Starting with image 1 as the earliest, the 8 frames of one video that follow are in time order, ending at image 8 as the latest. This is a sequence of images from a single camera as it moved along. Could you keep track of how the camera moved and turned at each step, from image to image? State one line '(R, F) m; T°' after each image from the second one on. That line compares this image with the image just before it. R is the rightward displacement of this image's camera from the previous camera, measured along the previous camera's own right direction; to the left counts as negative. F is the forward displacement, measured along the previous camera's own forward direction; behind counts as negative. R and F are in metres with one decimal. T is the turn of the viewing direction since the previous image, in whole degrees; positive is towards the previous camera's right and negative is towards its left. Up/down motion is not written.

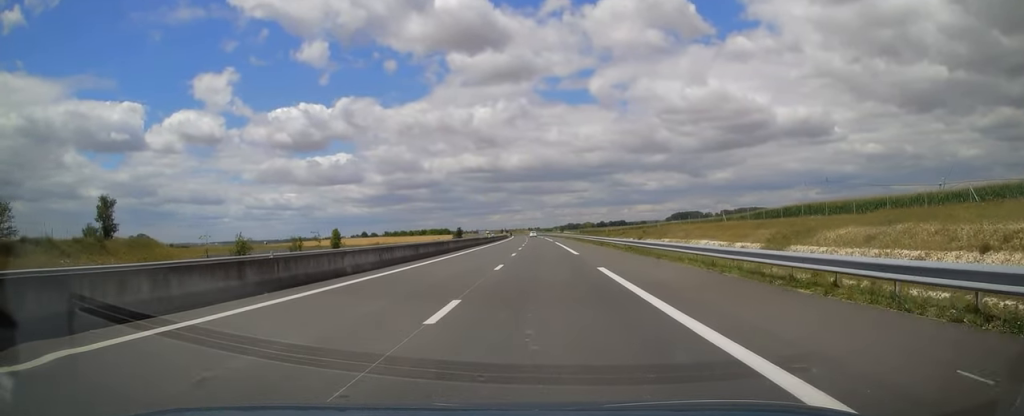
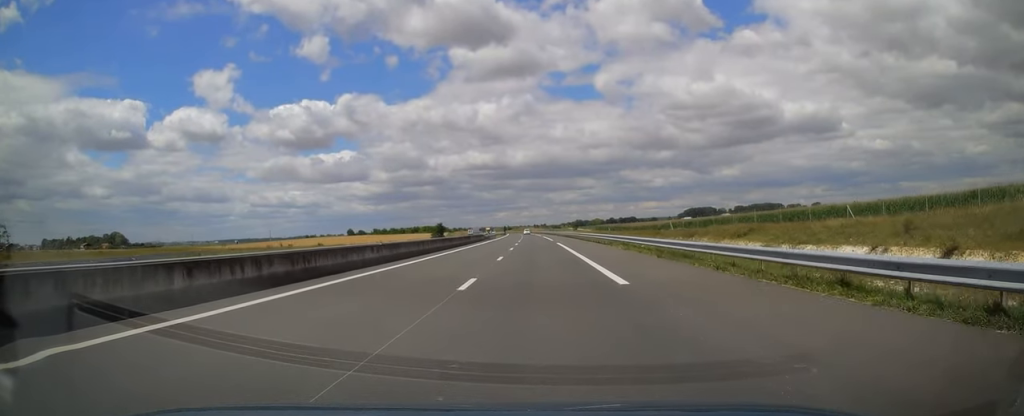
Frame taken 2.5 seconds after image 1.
(-1.0, +72.5) m; -1°
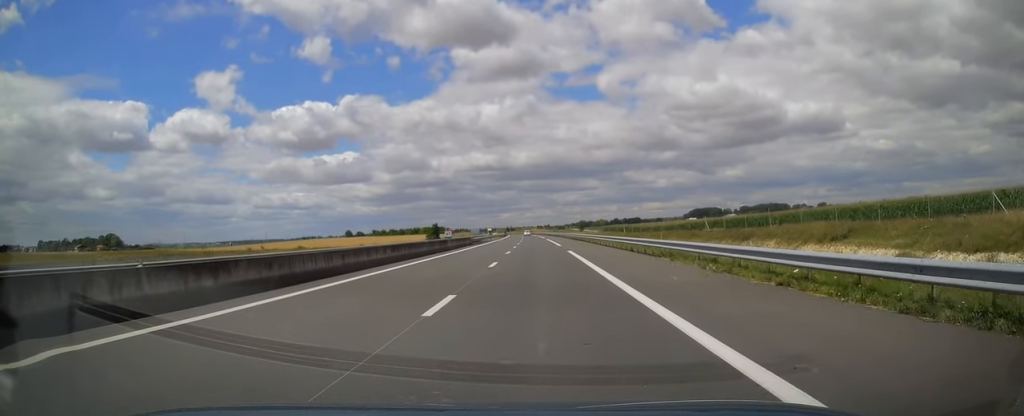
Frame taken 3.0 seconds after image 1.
(0.0, +16.7) m; 0°
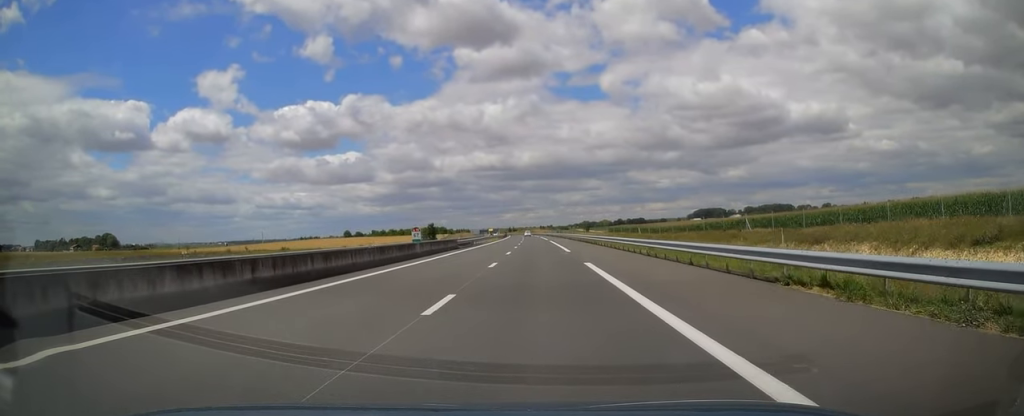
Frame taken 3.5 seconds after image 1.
(0.0, +12.7) m; 0°
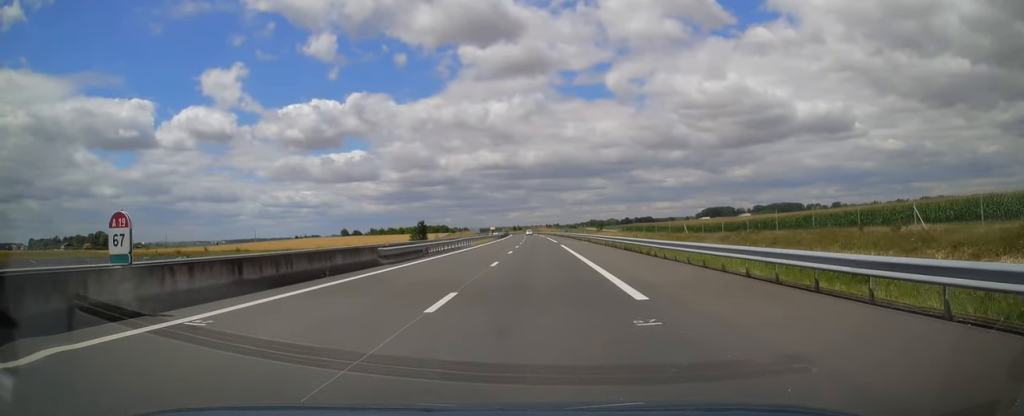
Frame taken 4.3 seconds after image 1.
(-0.2, +25.4) m; -1°
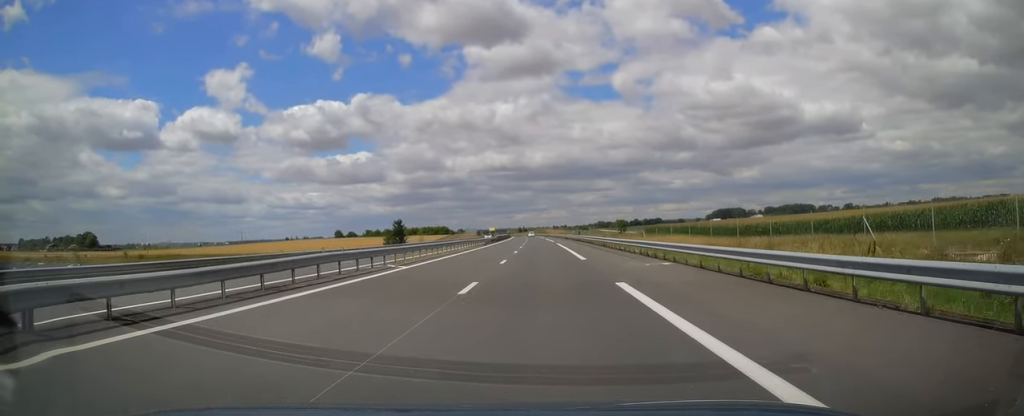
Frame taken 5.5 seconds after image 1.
(-0.3, +35.1) m; -1°
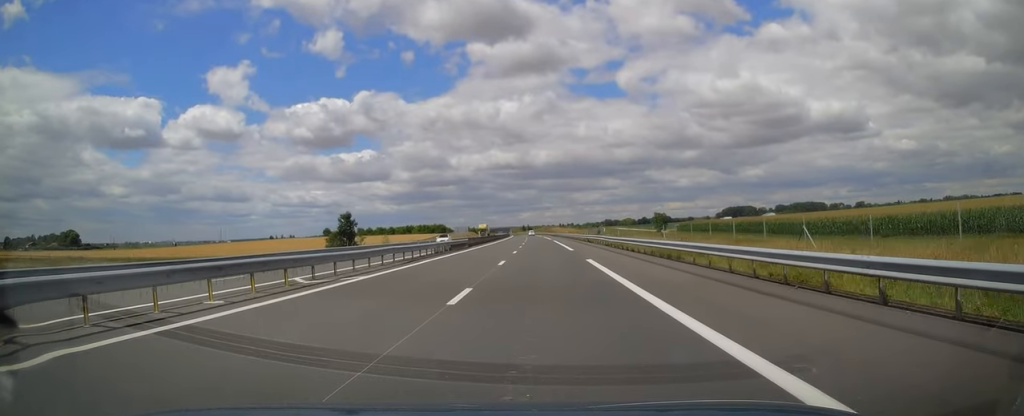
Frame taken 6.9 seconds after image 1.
(-0.1, +40.5) m; 0°
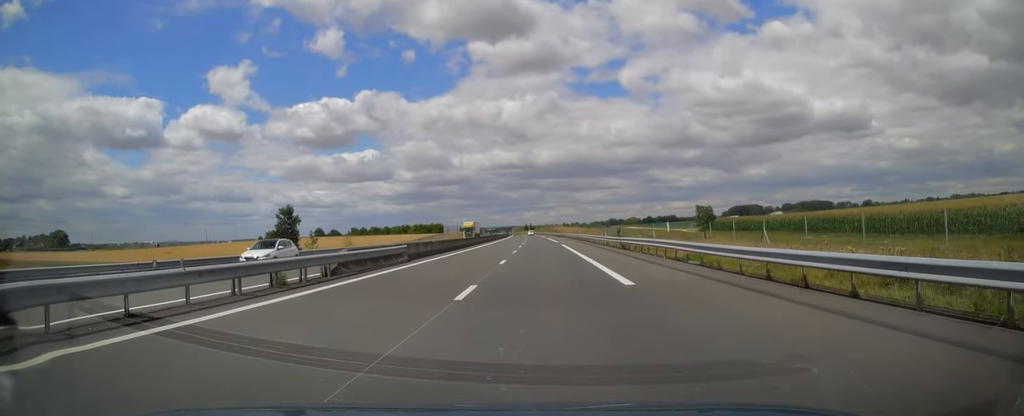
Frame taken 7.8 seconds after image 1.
(0.0, +24.9) m; 0°
